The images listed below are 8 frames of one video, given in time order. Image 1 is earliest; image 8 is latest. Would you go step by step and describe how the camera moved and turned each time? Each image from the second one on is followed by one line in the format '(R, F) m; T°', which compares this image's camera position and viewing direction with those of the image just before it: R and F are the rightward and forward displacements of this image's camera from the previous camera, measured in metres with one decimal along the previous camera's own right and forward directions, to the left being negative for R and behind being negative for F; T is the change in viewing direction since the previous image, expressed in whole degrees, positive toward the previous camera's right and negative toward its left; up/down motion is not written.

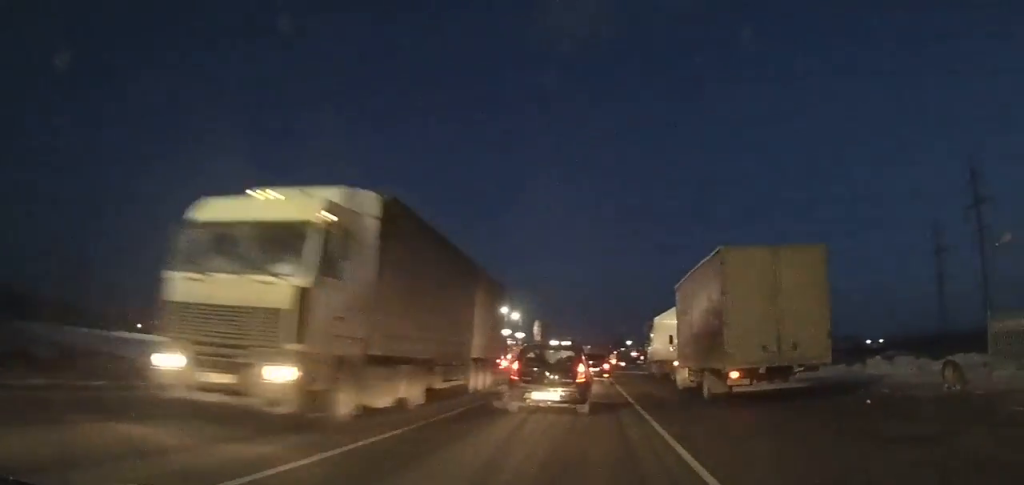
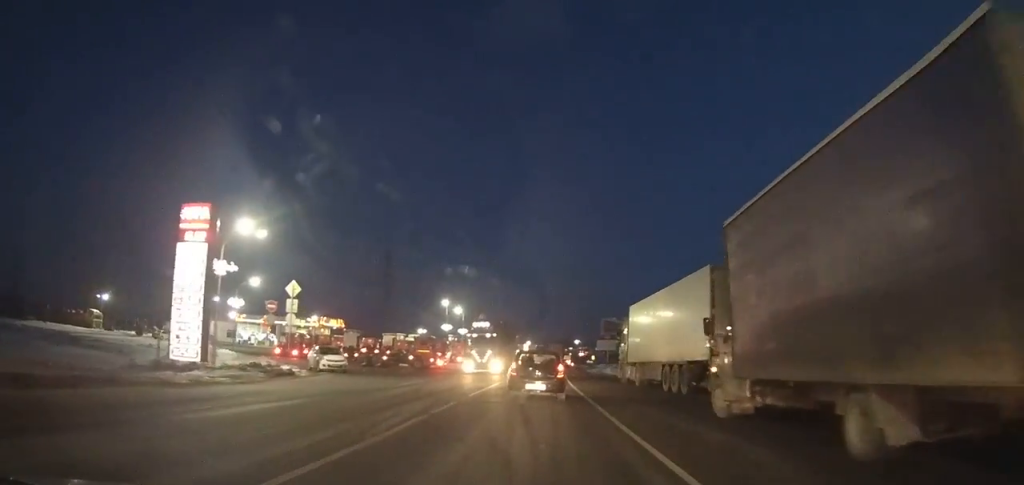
(+0.5, +12.0) m; +3°
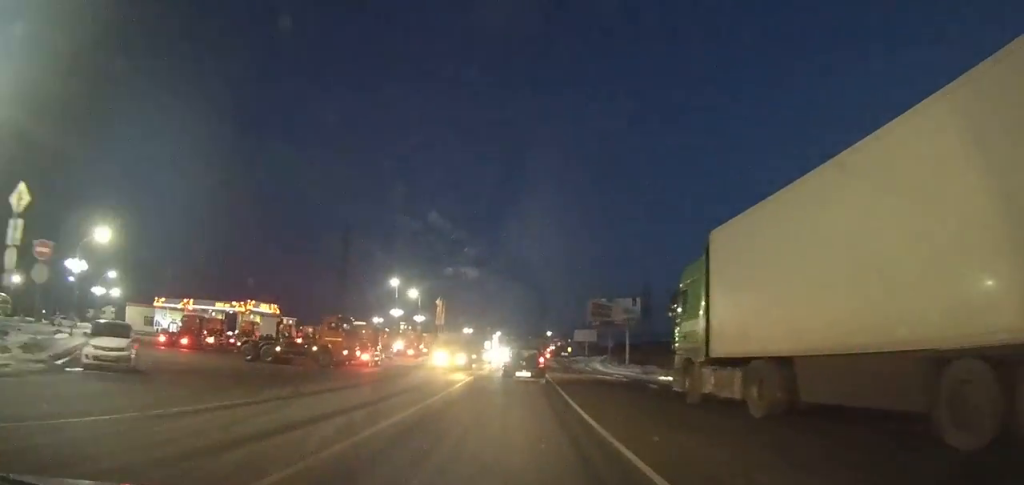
(+0.4, +20.1) m; +2°
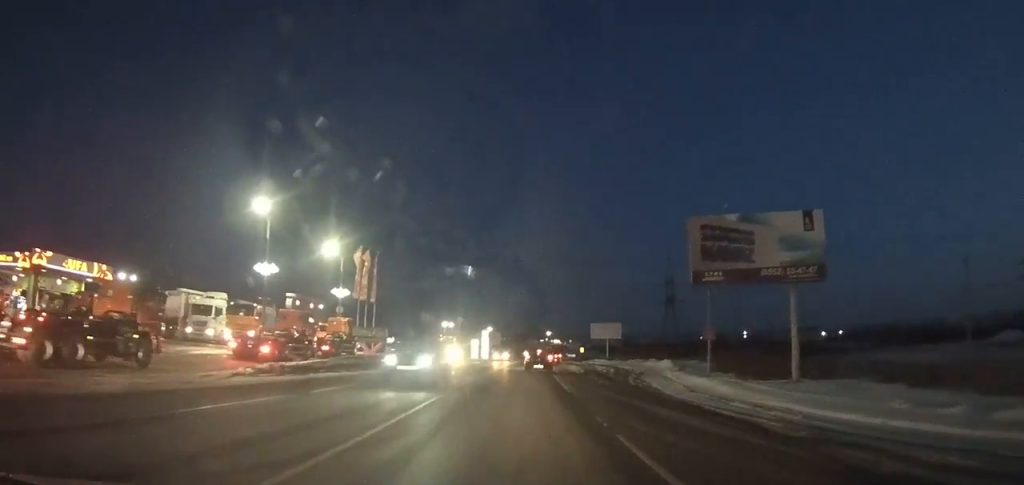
(+0.6, +45.1) m; +2°
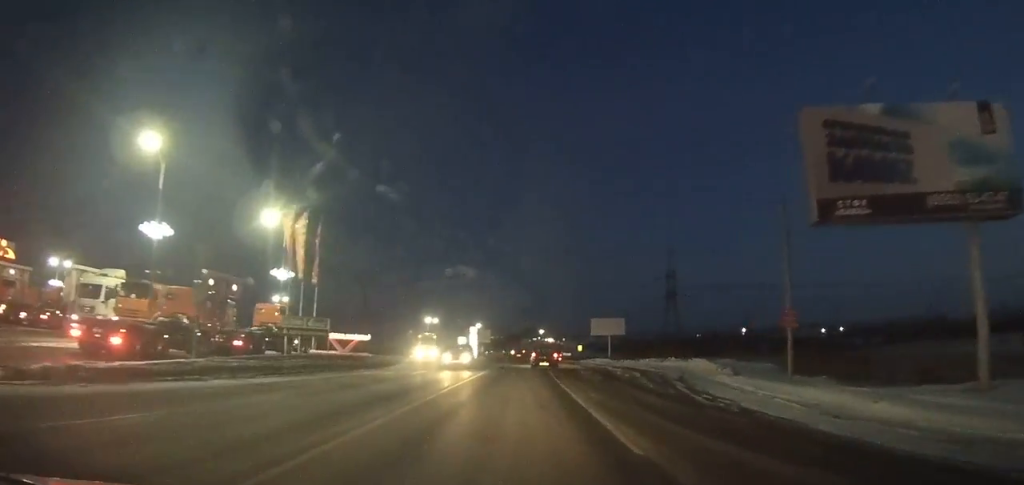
(0.0, +12.3) m; +1°
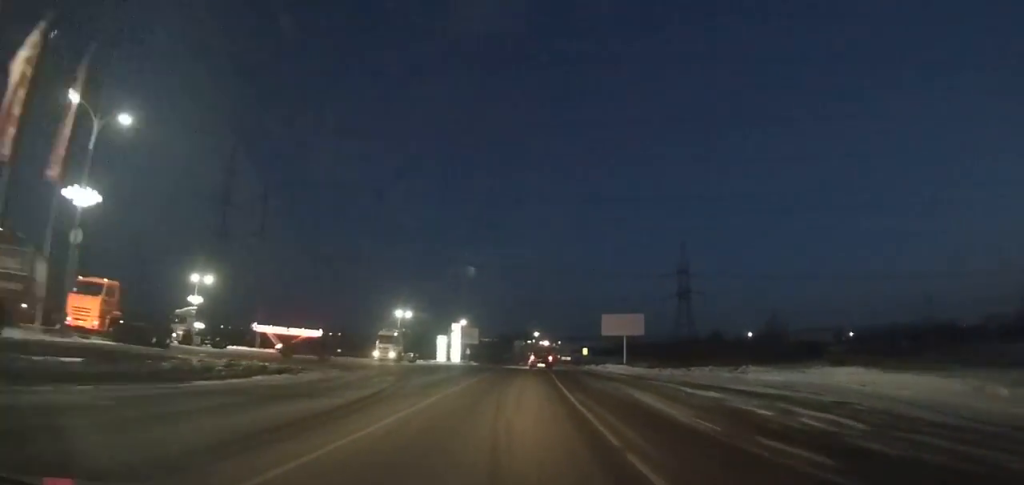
(+0.5, +25.5) m; +2°
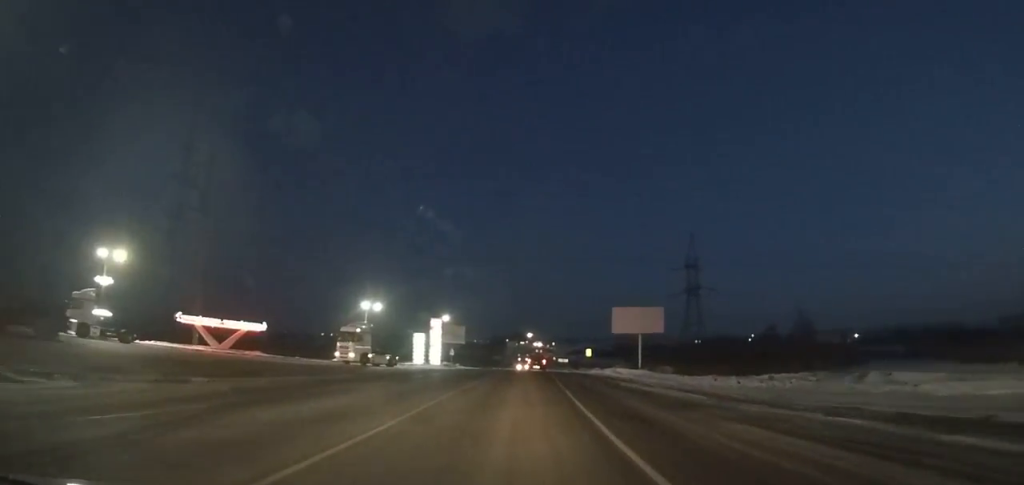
(+0.1, +18.0) m; 0°
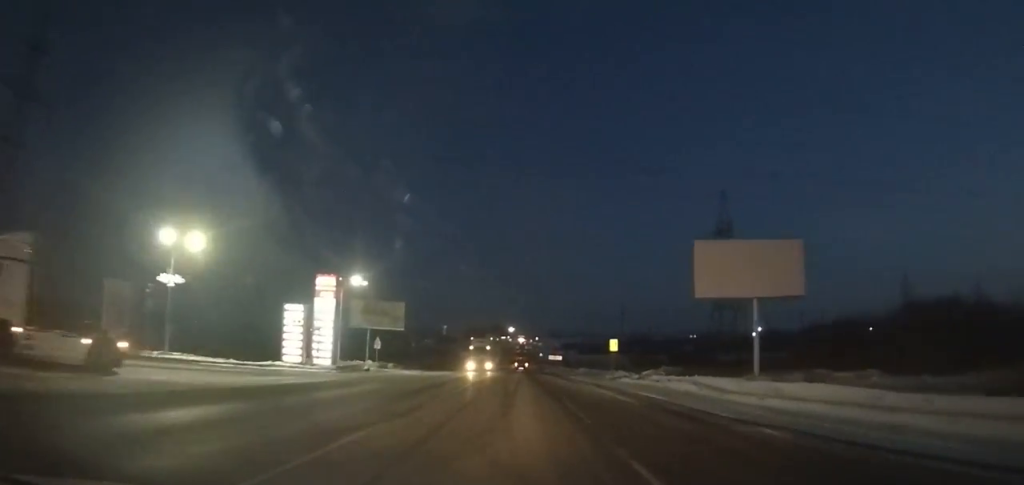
(+0.2, +42.1) m; +1°
